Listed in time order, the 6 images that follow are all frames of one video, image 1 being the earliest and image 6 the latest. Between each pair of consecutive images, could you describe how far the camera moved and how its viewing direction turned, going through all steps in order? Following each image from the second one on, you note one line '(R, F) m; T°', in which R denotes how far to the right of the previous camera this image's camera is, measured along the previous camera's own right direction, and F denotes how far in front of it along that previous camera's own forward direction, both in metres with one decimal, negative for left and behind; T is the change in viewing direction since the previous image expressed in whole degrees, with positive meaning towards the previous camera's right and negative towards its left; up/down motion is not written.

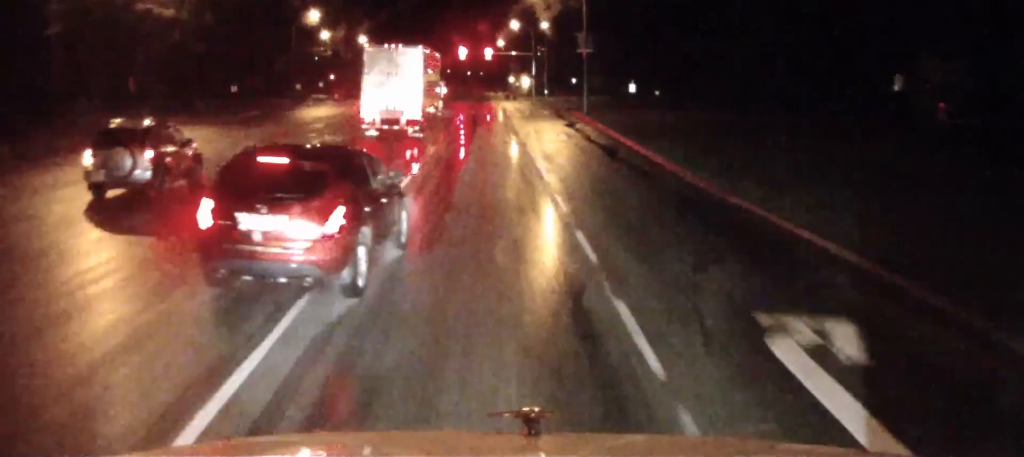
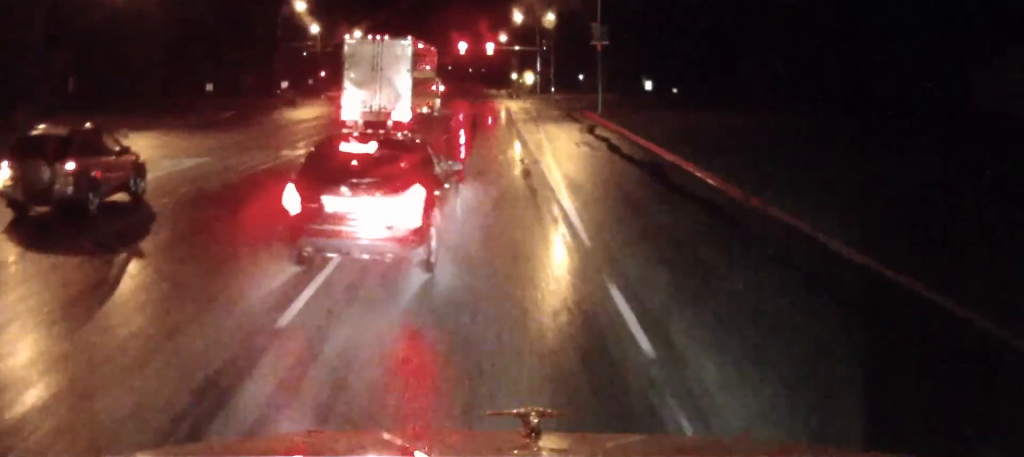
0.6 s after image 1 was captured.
(0.0, +9.0) m; 0°
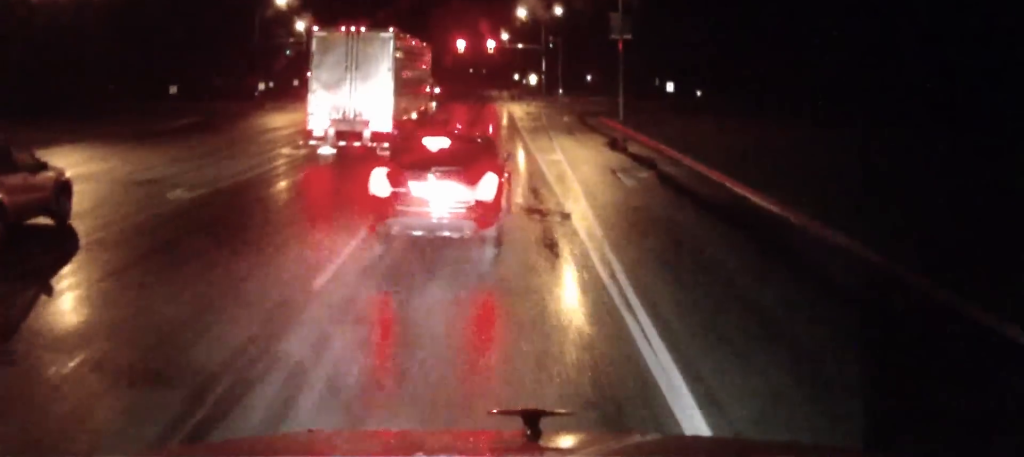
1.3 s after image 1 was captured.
(-0.1, +10.5) m; 0°
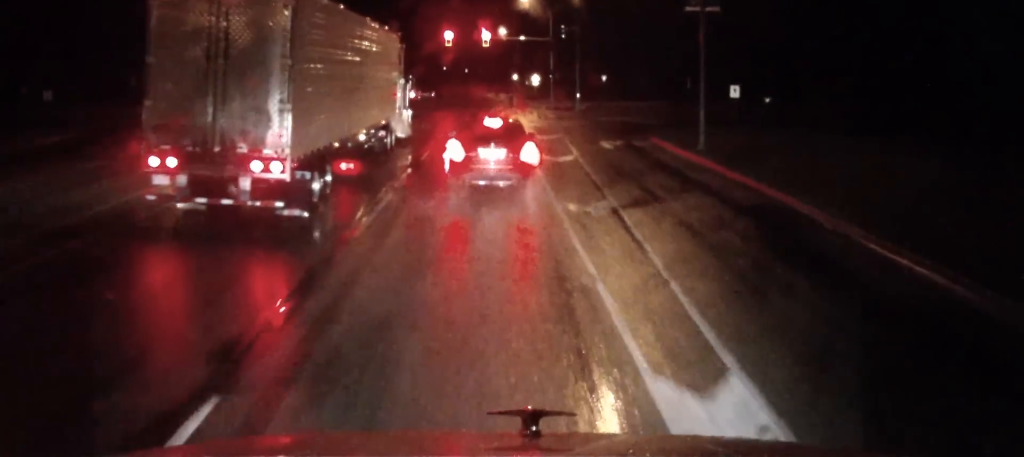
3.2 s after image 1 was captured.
(0.0, +23.2) m; 0°
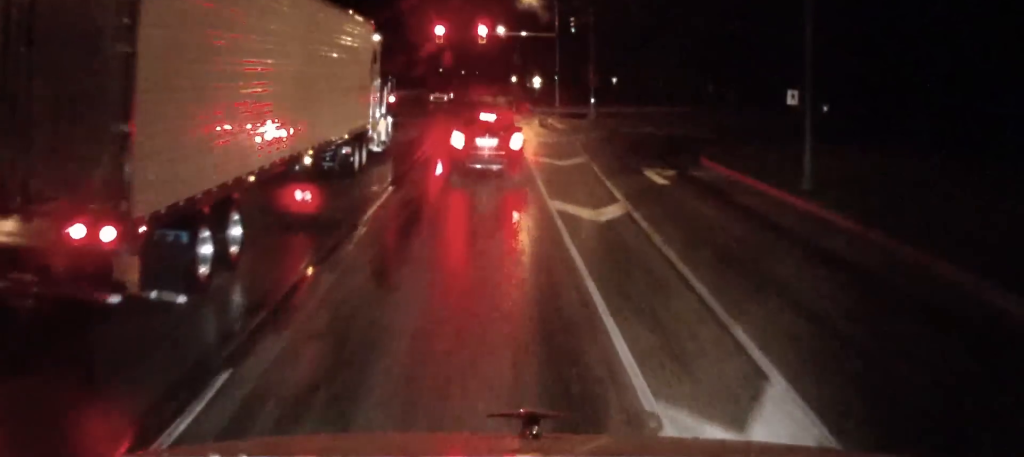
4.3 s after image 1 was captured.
(0.0, +12.5) m; 0°
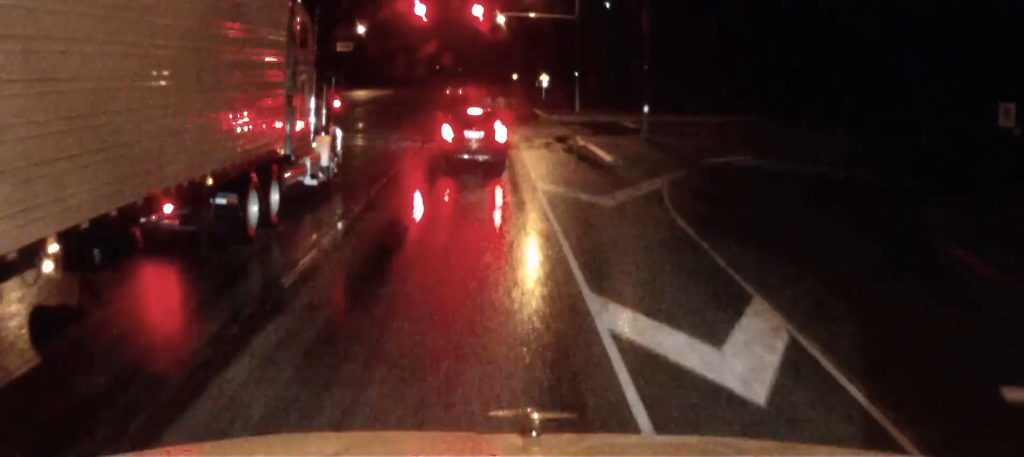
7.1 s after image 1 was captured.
(+0.1, +22.5) m; 0°
